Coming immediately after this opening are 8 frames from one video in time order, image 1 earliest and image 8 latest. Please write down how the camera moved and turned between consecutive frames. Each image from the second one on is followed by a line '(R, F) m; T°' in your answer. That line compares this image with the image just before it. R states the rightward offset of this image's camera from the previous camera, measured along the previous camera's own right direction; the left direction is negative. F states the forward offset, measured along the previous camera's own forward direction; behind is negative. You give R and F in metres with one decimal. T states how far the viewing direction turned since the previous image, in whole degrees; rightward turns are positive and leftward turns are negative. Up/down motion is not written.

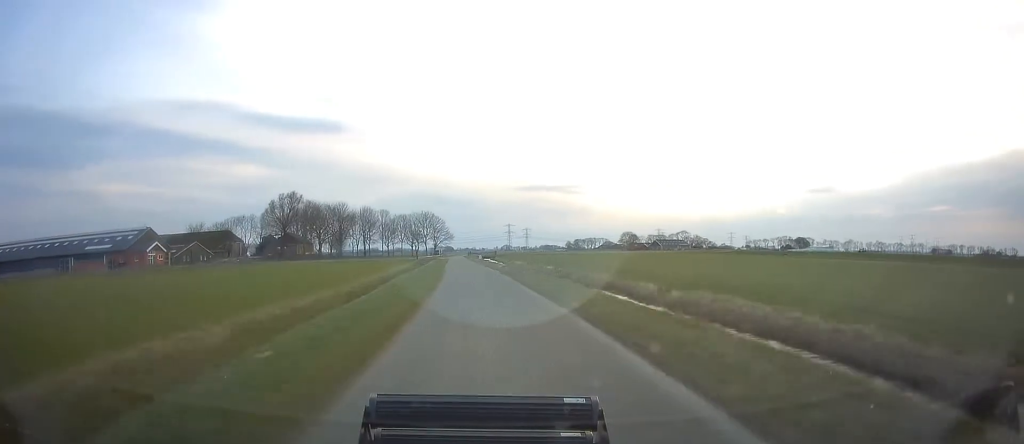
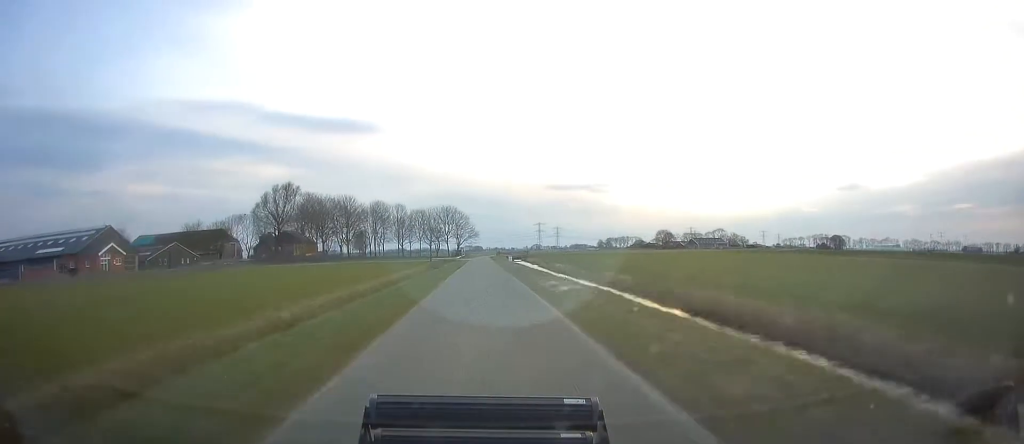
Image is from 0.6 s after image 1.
(-0.9, +25.2) m; -2°
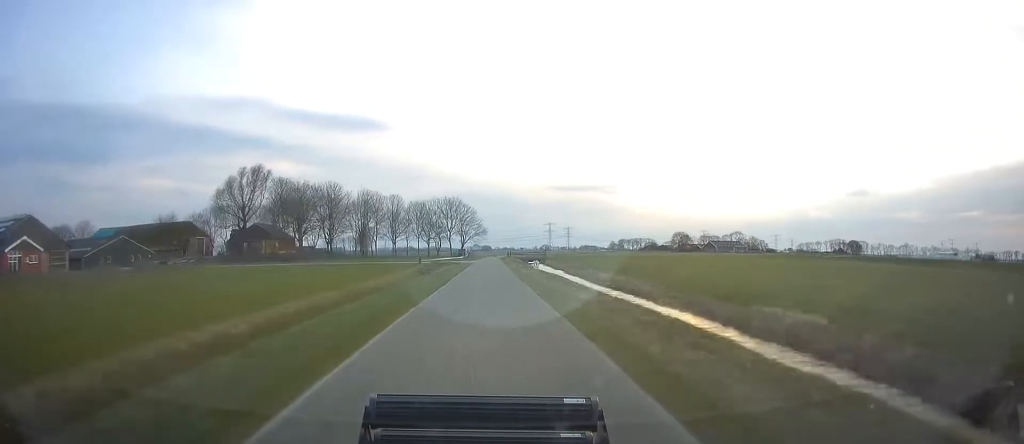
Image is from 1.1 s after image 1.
(-0.5, +23.8) m; -1°
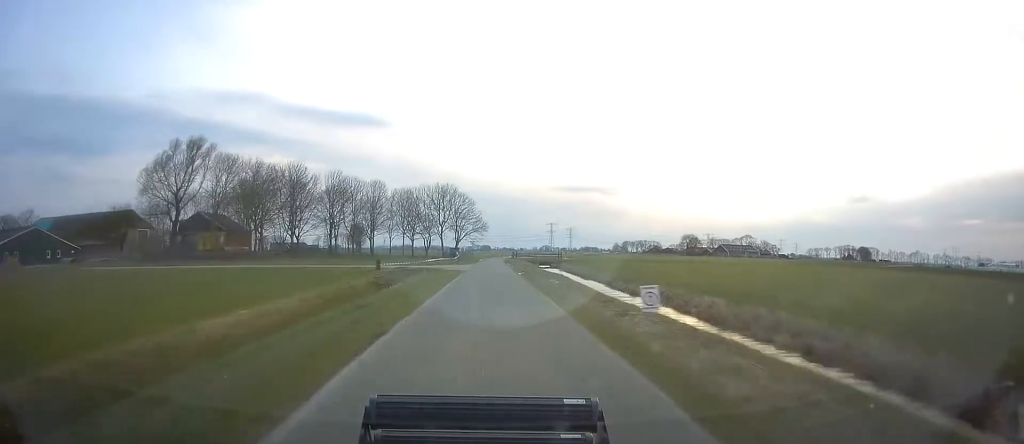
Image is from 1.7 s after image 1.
(-0.4, +26.9) m; -1°
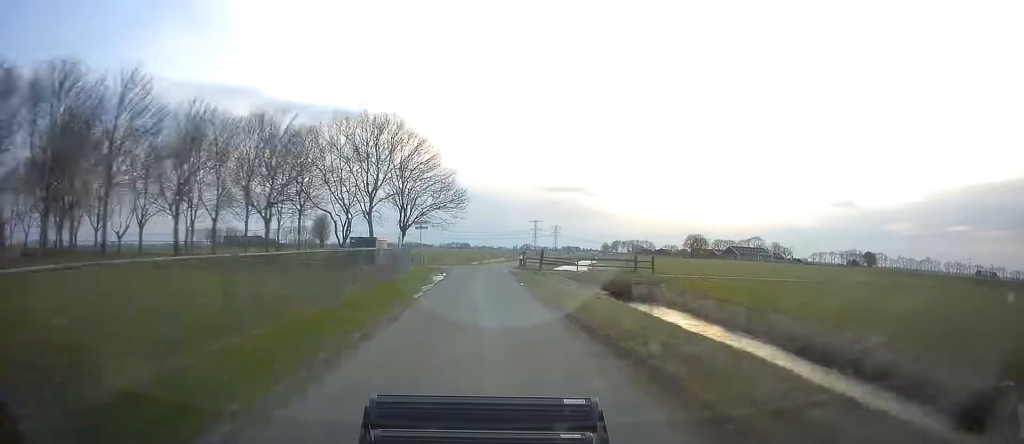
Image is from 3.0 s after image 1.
(+0.4, +60.1) m; +2°
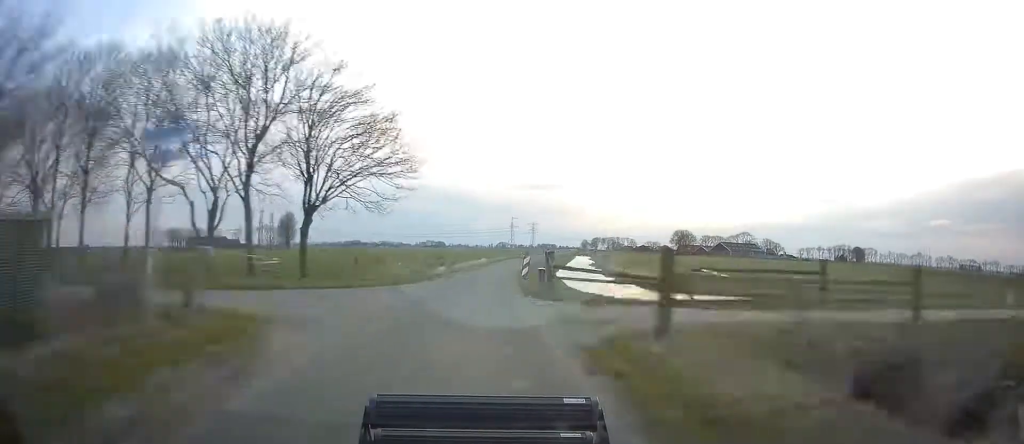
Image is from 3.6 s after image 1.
(+0.3, +25.5) m; +2°
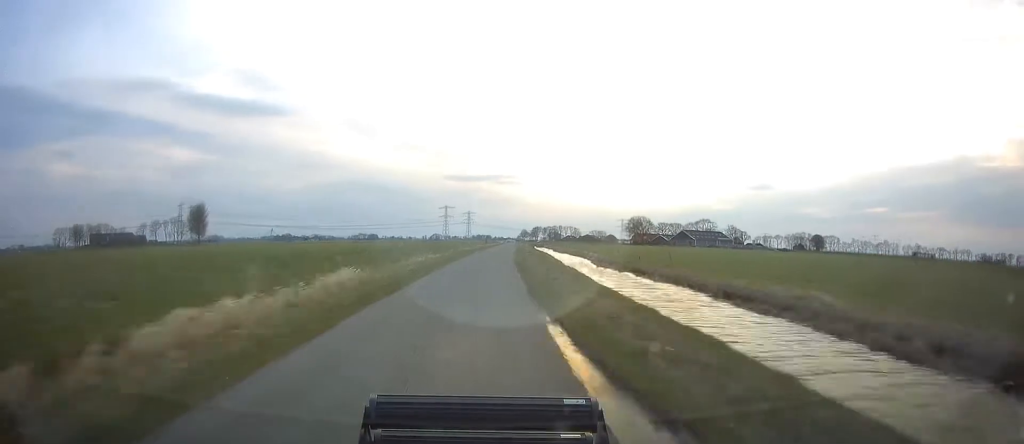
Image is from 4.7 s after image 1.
(+1.6, +49.7) m; +5°
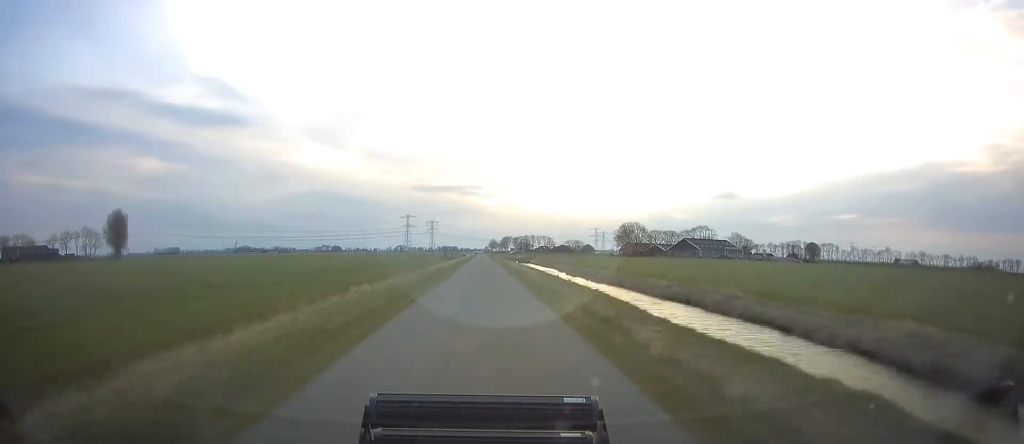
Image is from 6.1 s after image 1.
(+3.2, +63.6) m; +4°
